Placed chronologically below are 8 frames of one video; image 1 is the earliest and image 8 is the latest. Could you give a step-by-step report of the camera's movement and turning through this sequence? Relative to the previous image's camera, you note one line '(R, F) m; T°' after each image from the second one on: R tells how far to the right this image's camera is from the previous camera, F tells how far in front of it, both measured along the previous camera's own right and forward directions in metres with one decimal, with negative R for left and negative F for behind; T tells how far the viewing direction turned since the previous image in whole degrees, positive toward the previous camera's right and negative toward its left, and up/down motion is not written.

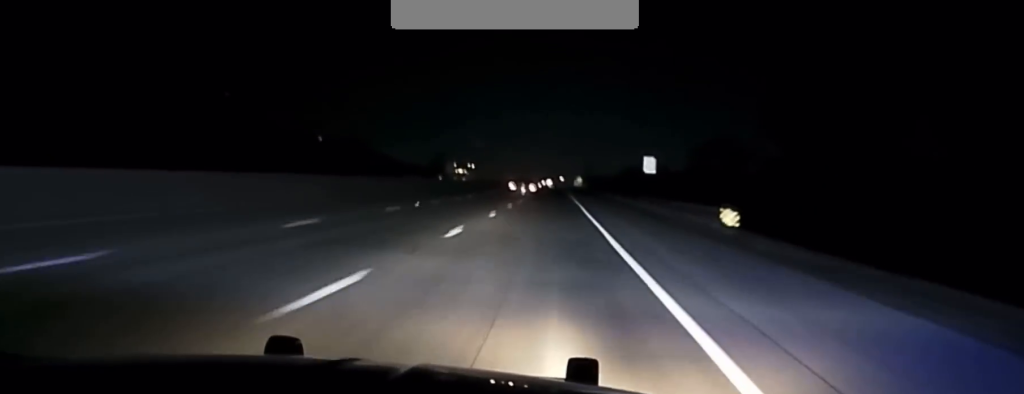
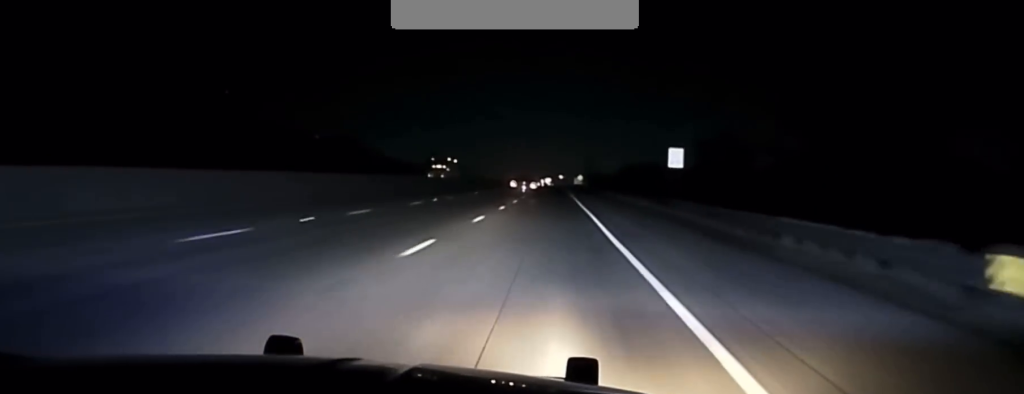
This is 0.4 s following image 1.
(+0.1, +15.4) m; 0°
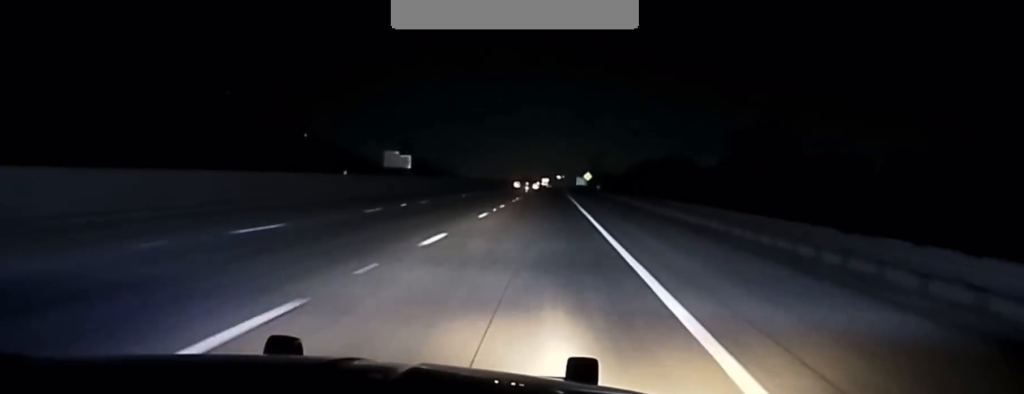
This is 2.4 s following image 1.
(0.0, +76.9) m; 0°
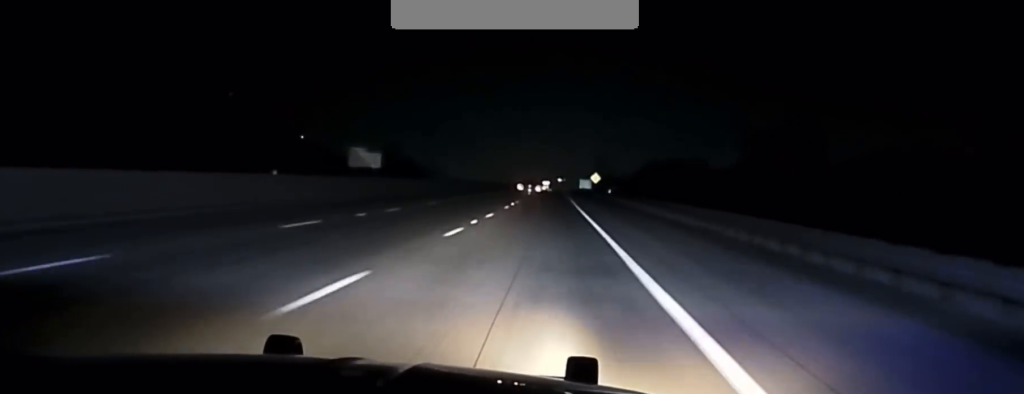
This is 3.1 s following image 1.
(0.0, +35.0) m; 0°
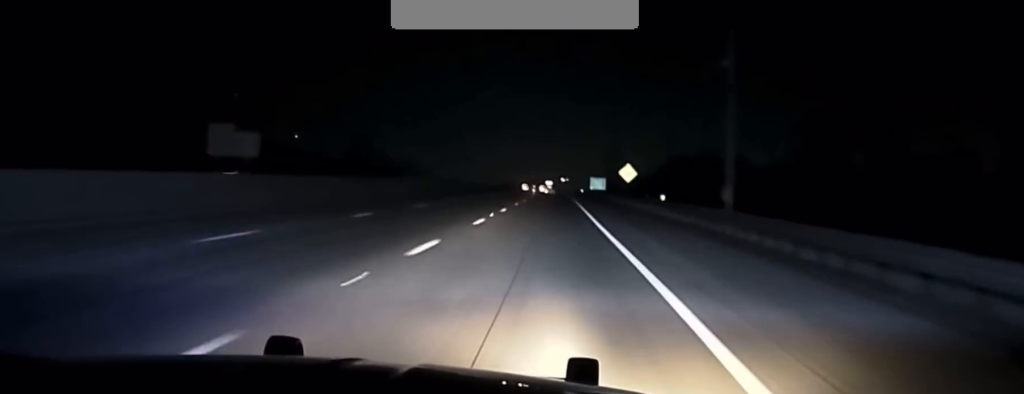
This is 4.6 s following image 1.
(+0.4, +73.2) m; 0°
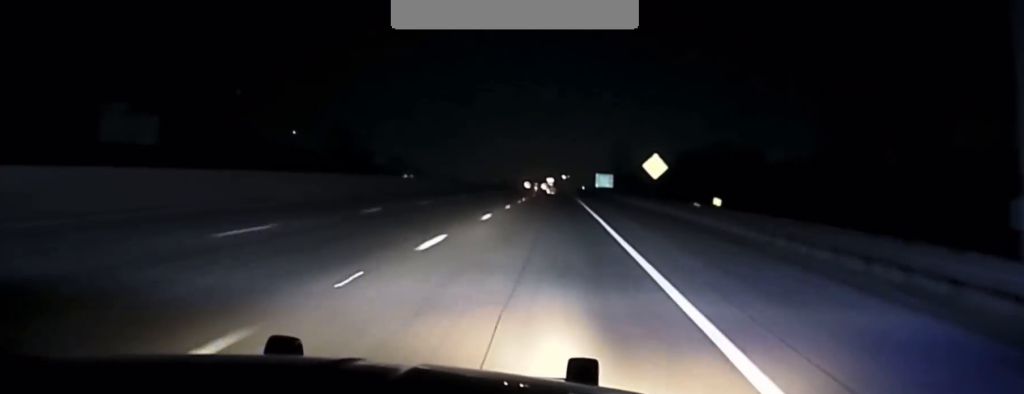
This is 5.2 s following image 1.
(0.0, +24.4) m; 0°
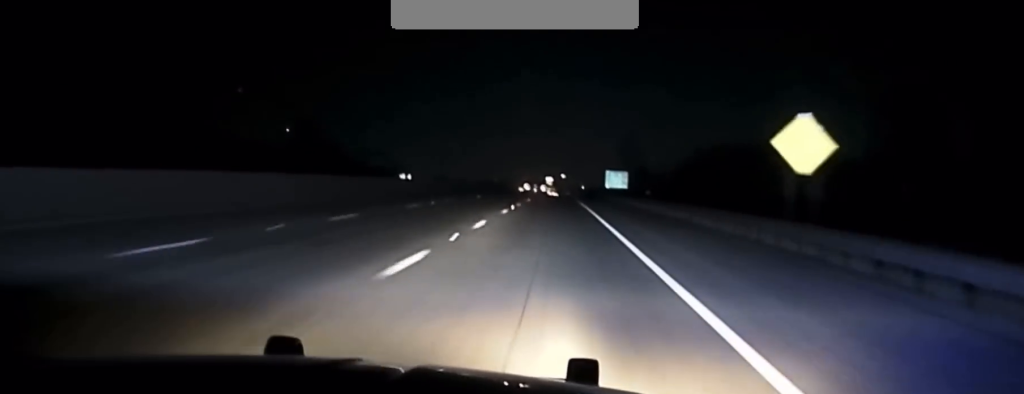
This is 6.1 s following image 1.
(-0.3, +38.7) m; 0°
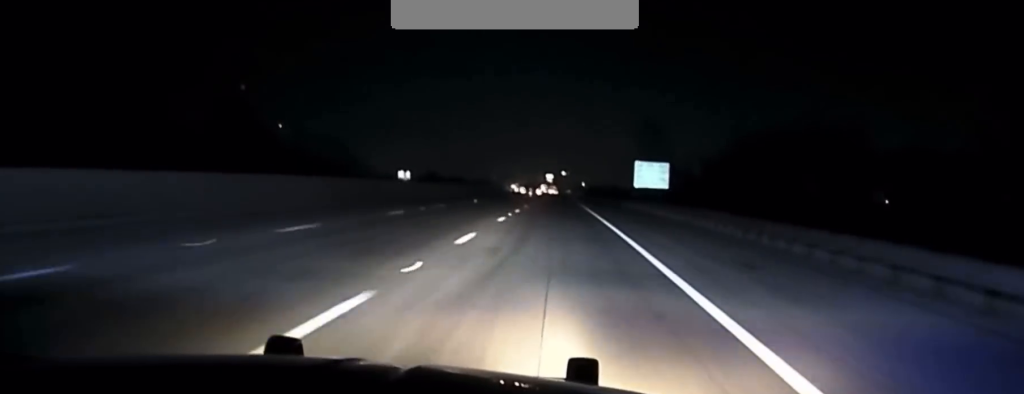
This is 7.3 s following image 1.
(+0.1, +46.7) m; 0°
